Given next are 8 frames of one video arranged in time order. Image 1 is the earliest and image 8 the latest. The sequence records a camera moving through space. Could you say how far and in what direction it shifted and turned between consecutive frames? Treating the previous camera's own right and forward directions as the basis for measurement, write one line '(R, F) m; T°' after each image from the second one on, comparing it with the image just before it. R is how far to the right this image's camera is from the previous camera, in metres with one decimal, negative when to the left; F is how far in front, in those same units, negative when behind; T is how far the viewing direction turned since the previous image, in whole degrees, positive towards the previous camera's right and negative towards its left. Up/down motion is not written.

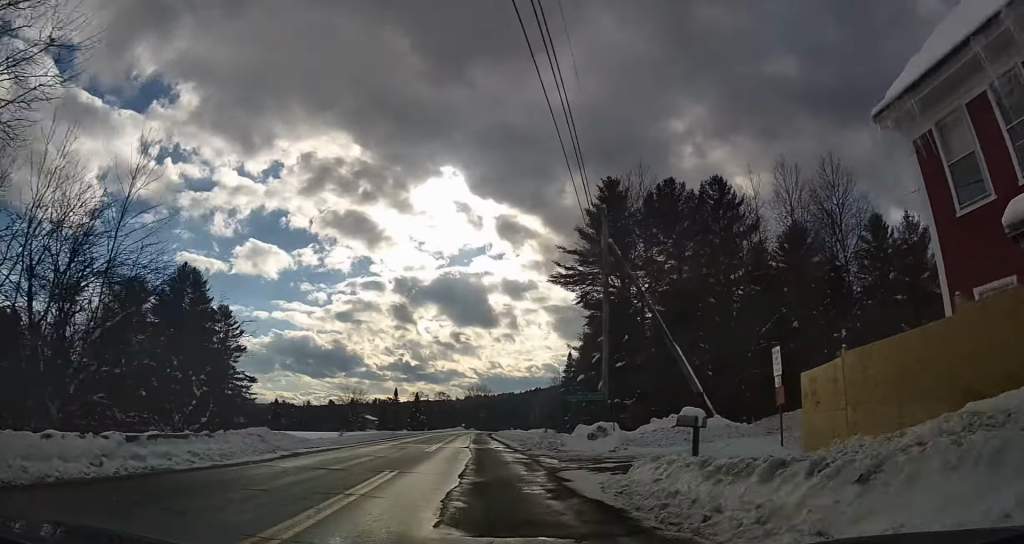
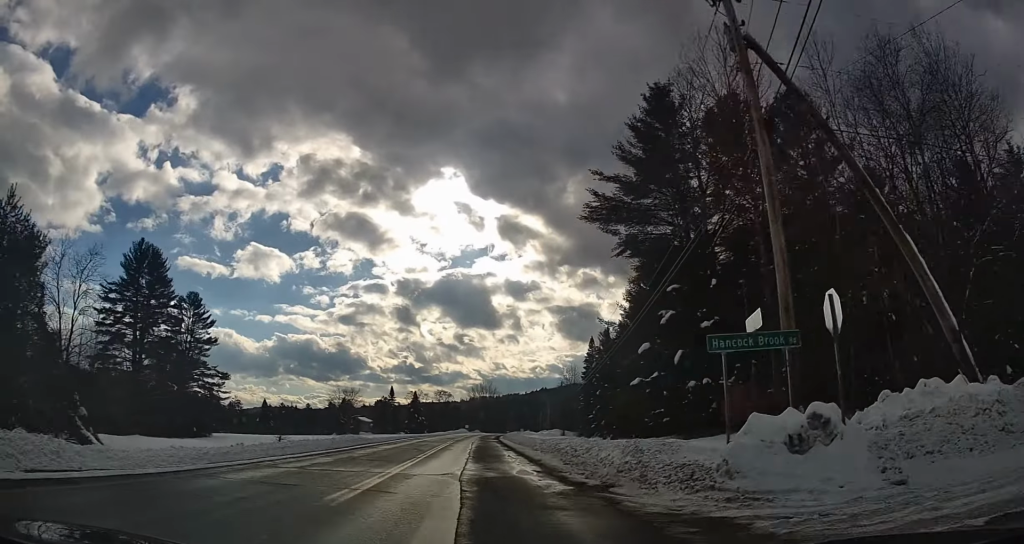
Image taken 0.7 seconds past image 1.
(-0.2, +16.6) m; -1°
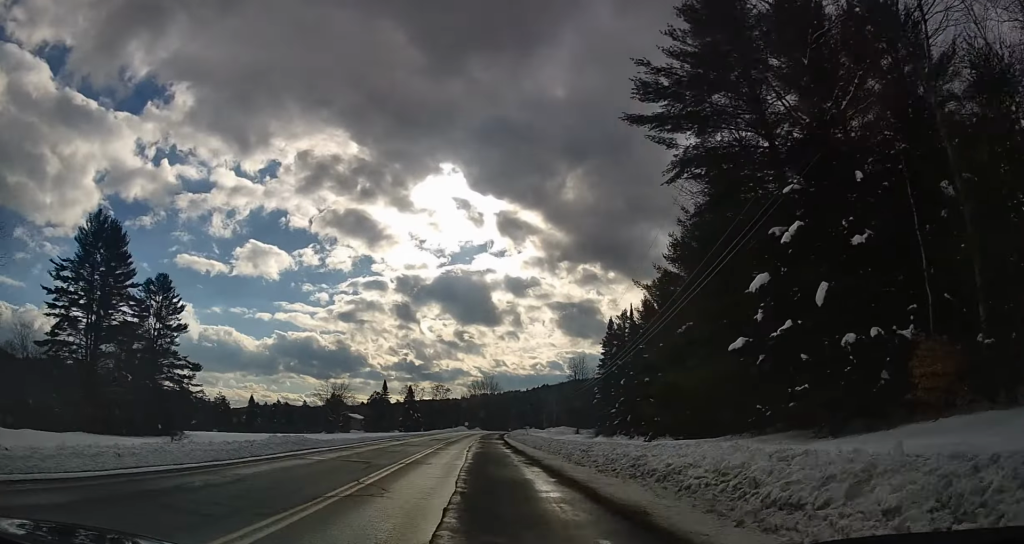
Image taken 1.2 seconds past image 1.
(0.0, +12.5) m; -1°
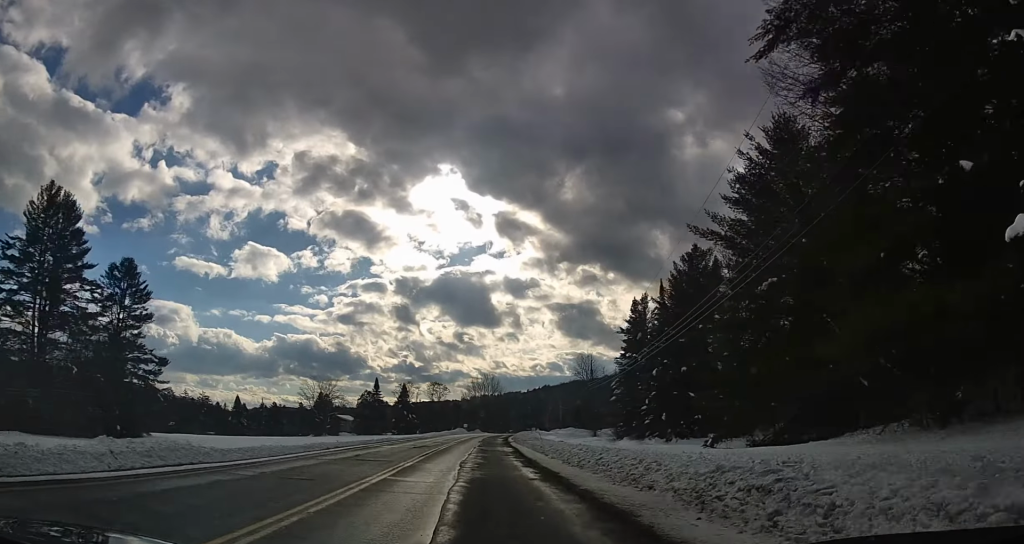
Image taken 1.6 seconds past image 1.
(-0.1, +11.8) m; -1°
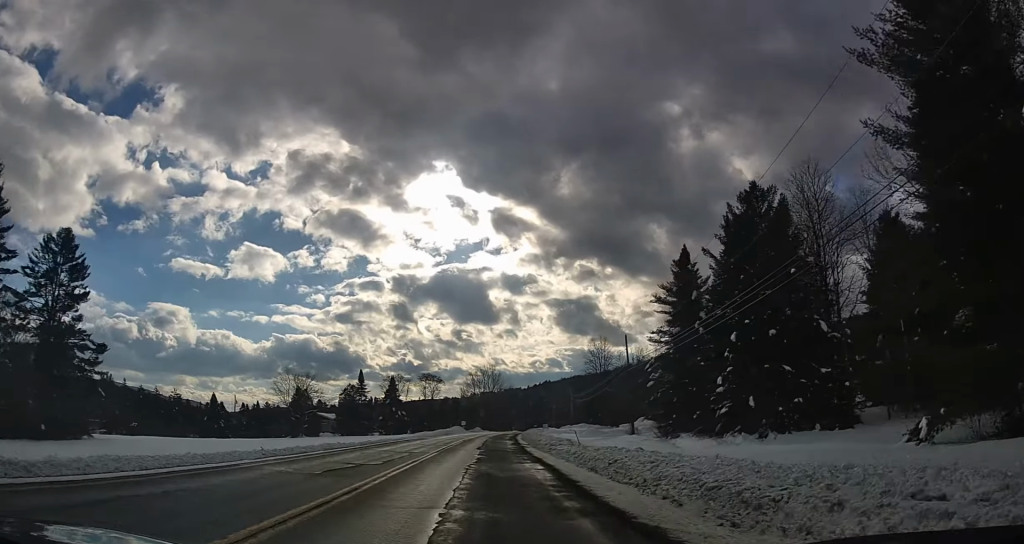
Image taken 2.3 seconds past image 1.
(-0.1, +16.8) m; -1°
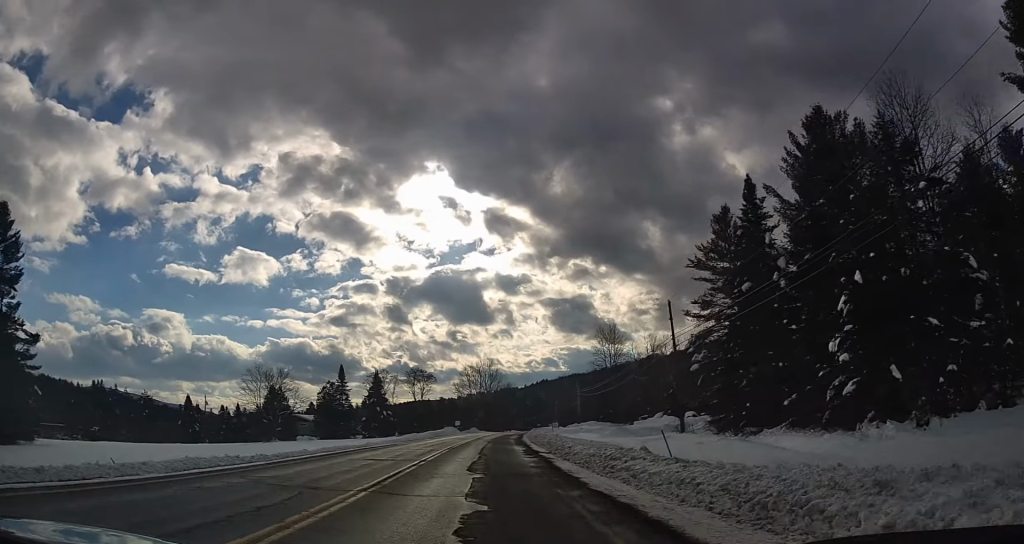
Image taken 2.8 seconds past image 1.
(-0.2, +13.5) m; 0°
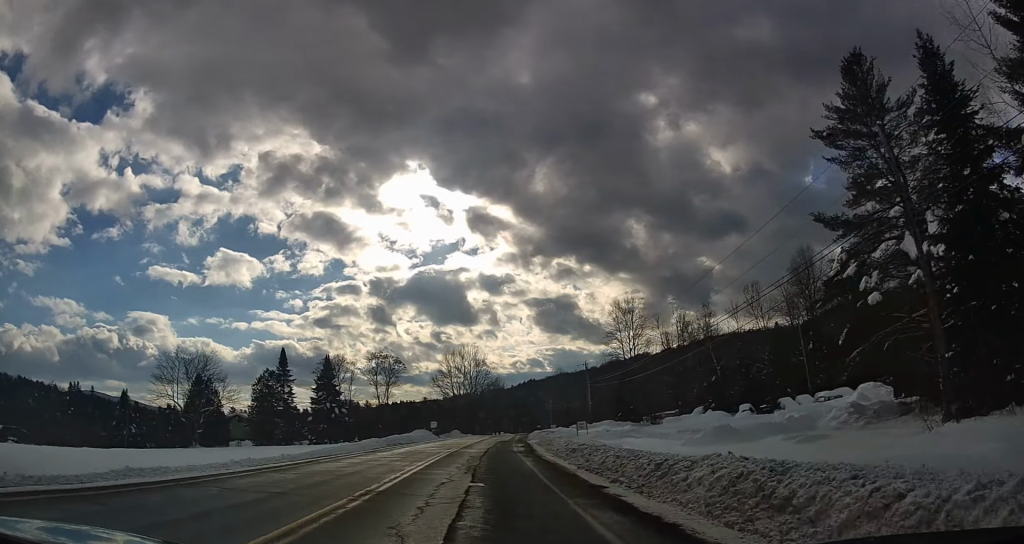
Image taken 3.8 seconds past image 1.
(-0.1, +24.3) m; 0°
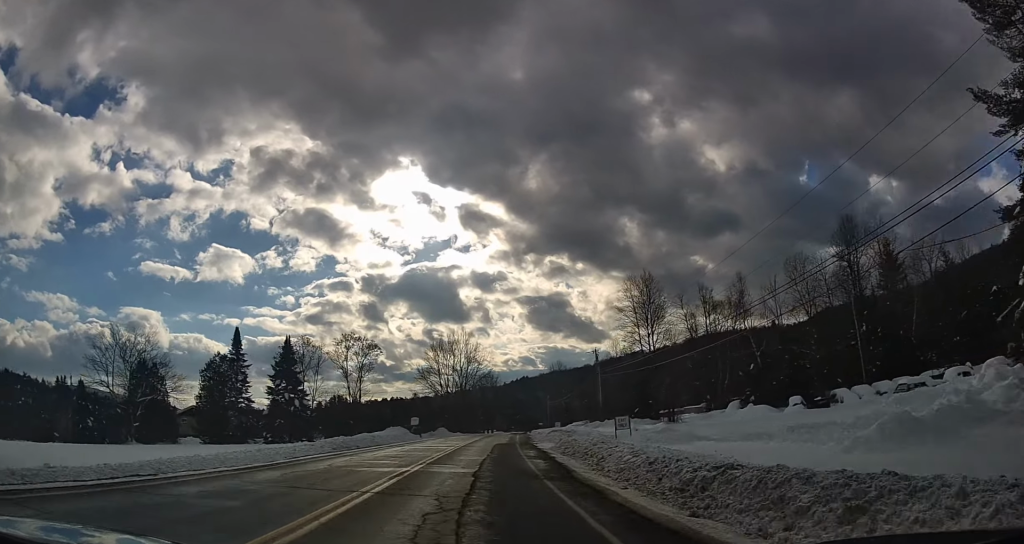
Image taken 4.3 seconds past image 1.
(0.0, +13.4) m; 0°
